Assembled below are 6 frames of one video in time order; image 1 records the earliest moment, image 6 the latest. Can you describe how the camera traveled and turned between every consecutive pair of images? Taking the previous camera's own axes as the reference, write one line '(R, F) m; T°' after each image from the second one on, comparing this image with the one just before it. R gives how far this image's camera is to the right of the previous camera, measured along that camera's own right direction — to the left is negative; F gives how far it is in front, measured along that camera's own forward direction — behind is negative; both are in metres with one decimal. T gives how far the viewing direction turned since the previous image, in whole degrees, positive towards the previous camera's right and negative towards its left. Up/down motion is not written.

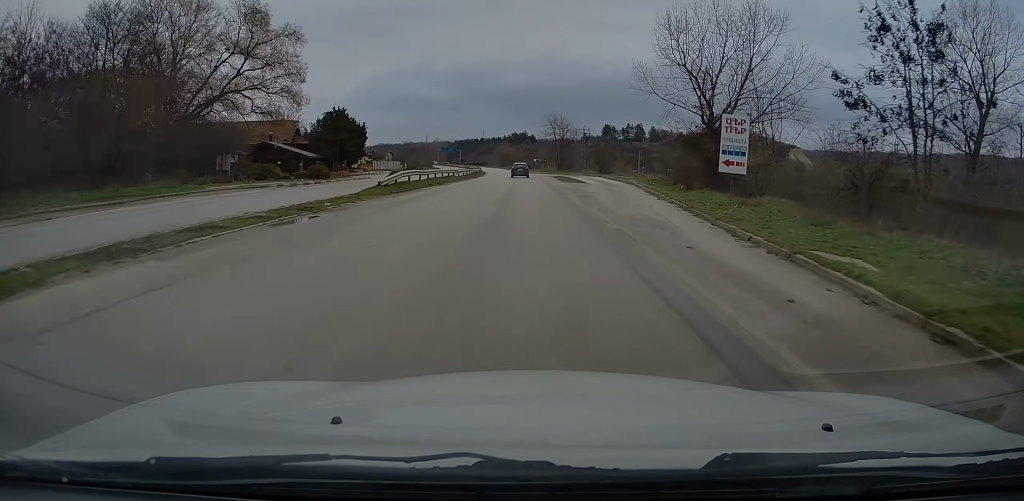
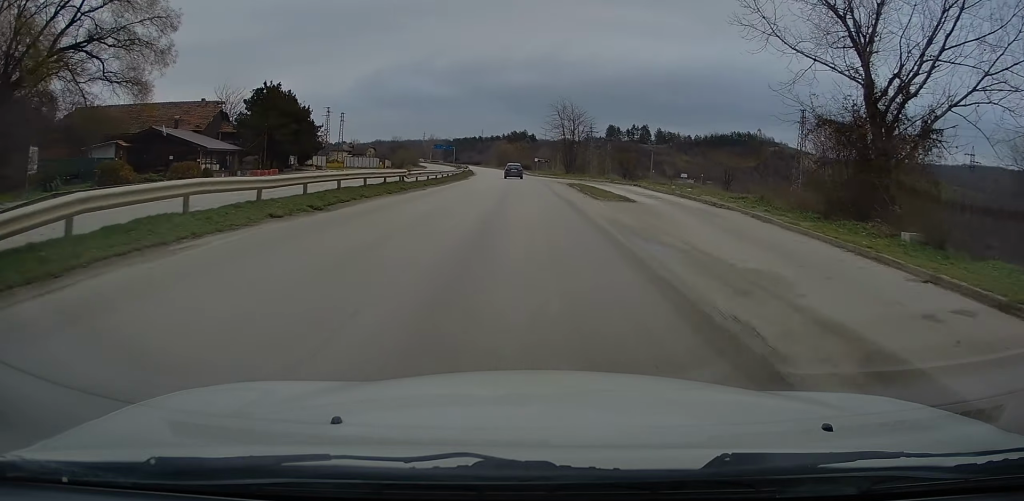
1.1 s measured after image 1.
(+0.3, +22.0) m; +1°
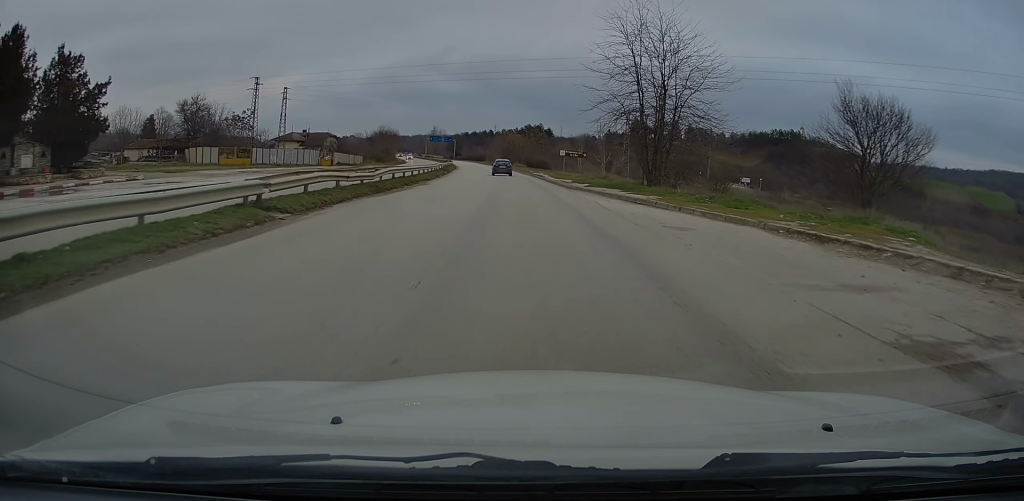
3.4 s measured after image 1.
(-1.0, +46.5) m; -3°
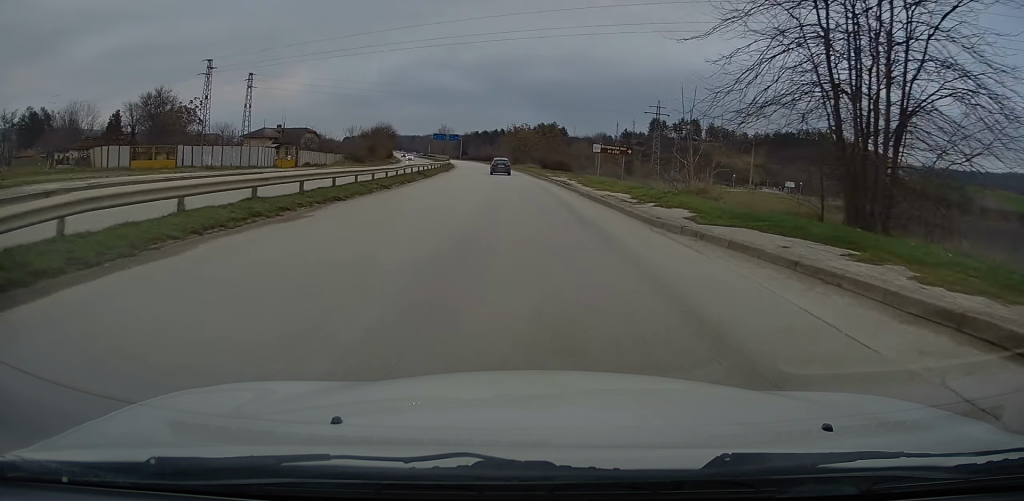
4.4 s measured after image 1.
(0.0, +19.9) m; 0°
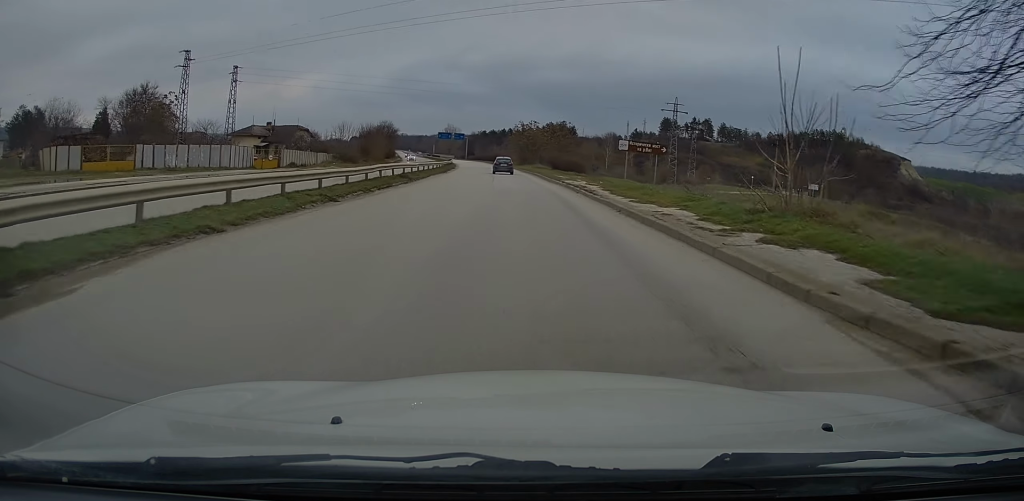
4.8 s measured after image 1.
(0.0, +8.0) m; 0°
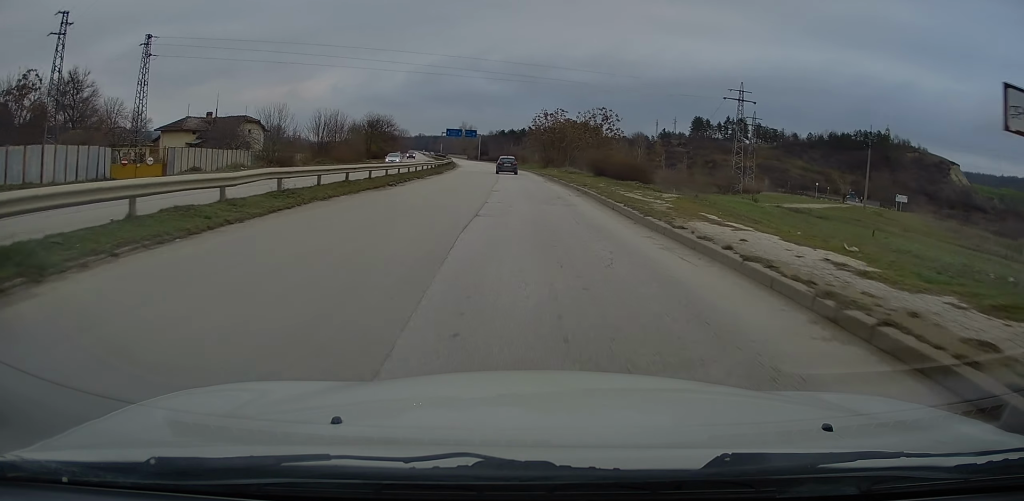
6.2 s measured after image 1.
(0.0, +26.6) m; -1°
